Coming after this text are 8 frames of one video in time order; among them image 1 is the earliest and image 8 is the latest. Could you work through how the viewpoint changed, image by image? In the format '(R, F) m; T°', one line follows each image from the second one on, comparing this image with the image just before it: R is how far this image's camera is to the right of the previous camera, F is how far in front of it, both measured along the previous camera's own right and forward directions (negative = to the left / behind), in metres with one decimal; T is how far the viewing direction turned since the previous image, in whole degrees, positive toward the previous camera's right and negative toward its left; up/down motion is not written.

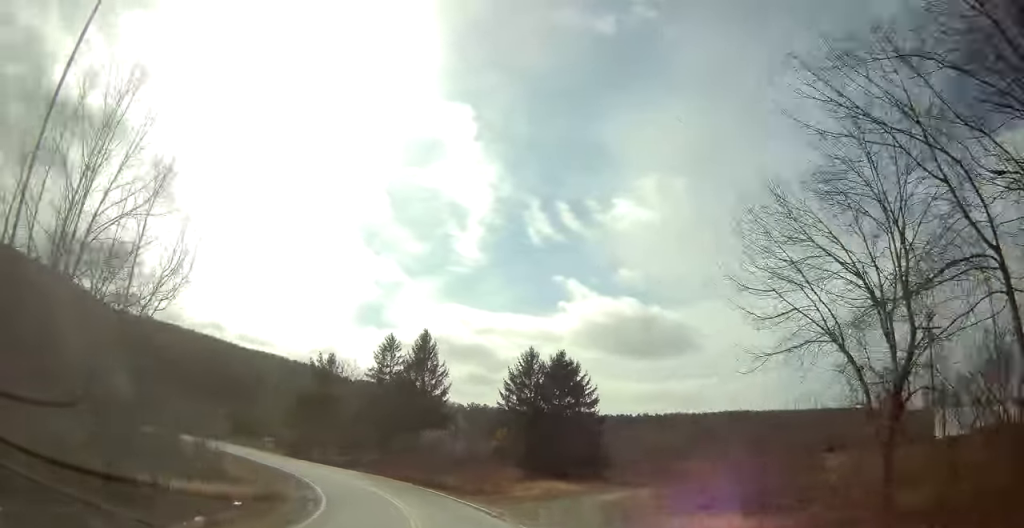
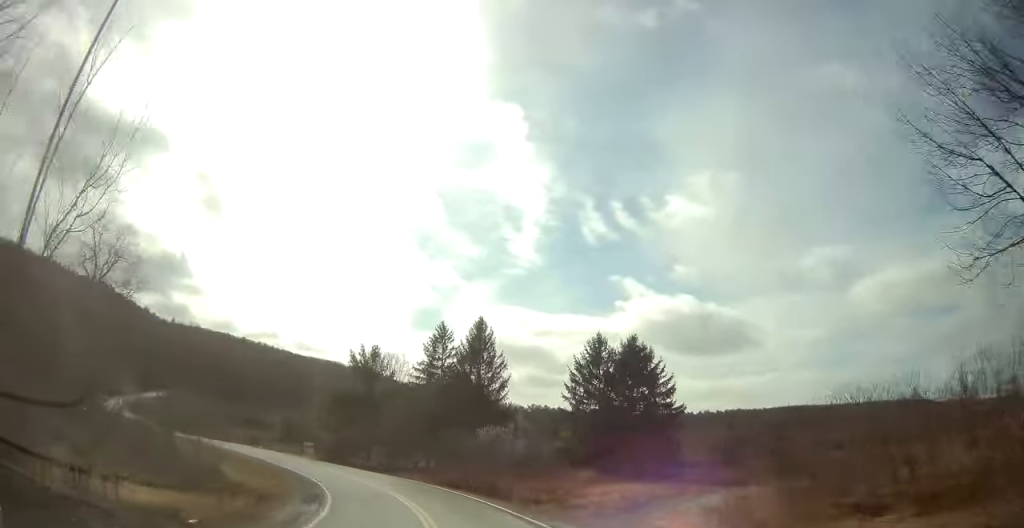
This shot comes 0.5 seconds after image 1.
(+0.2, +8.8) m; -4°
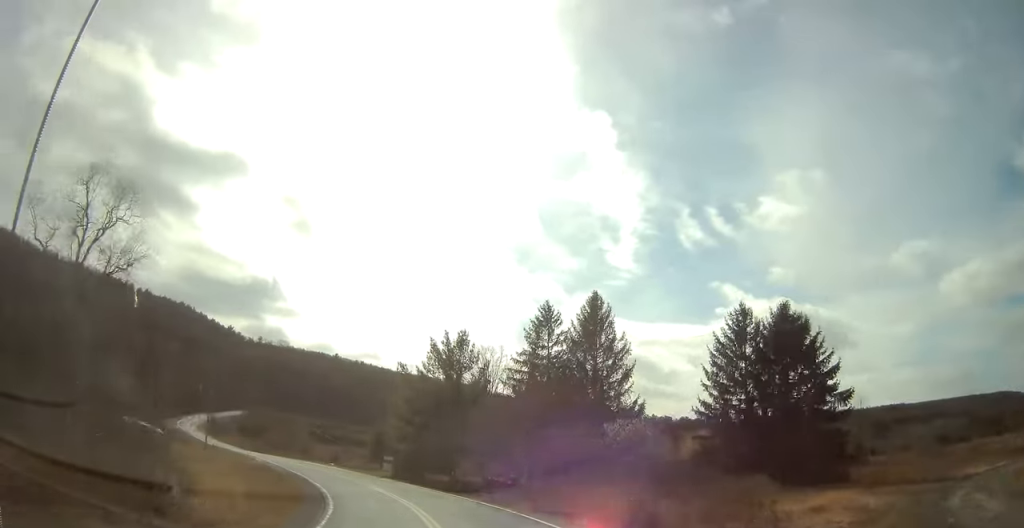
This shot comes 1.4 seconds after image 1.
(-1.4, +15.1) m; -10°
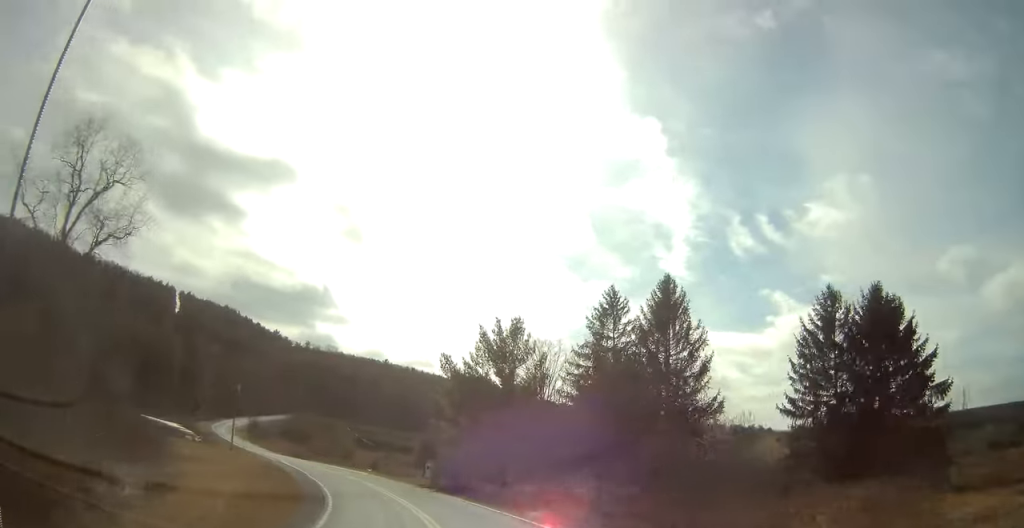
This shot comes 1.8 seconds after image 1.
(-0.4, +7.4) m; -5°
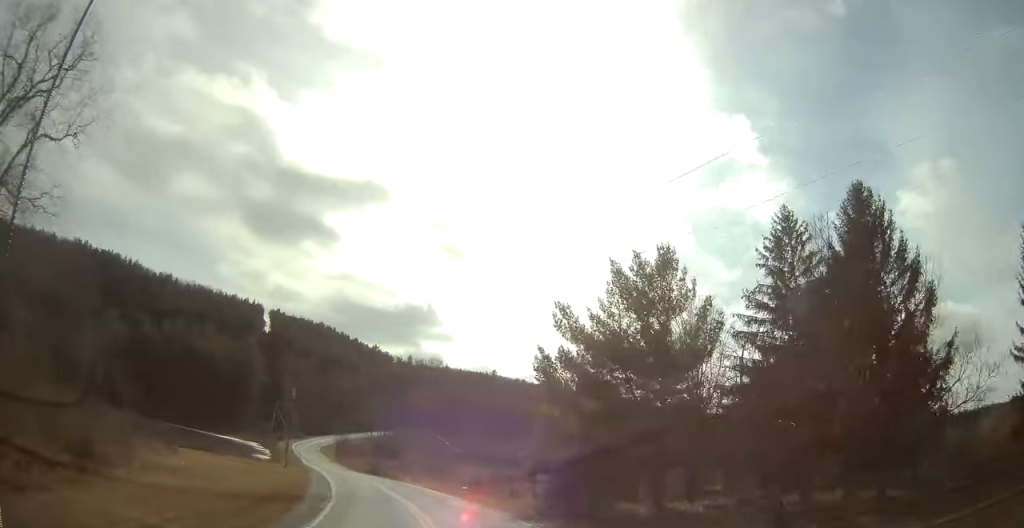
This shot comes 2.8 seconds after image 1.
(-1.5, +16.8) m; -11°
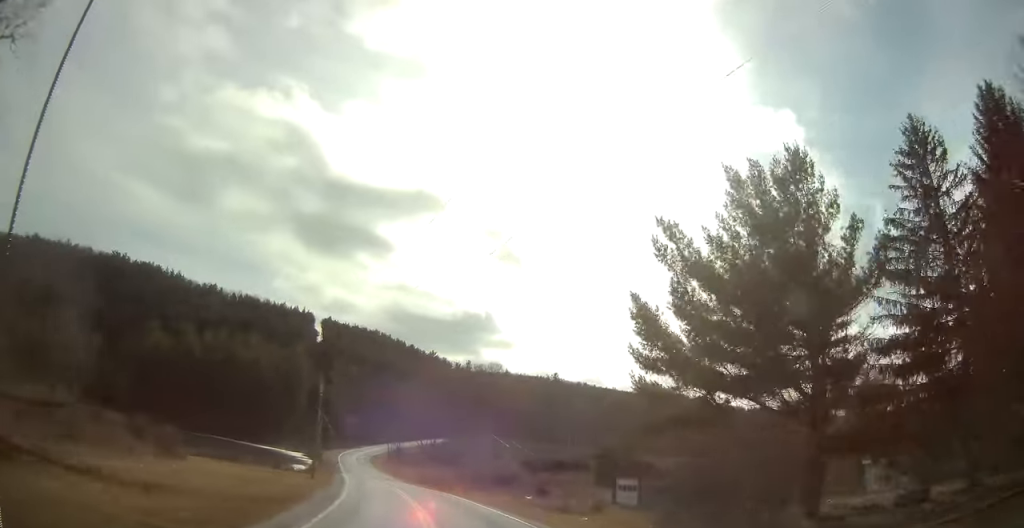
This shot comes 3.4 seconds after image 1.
(-0.5, +10.3) m; -6°
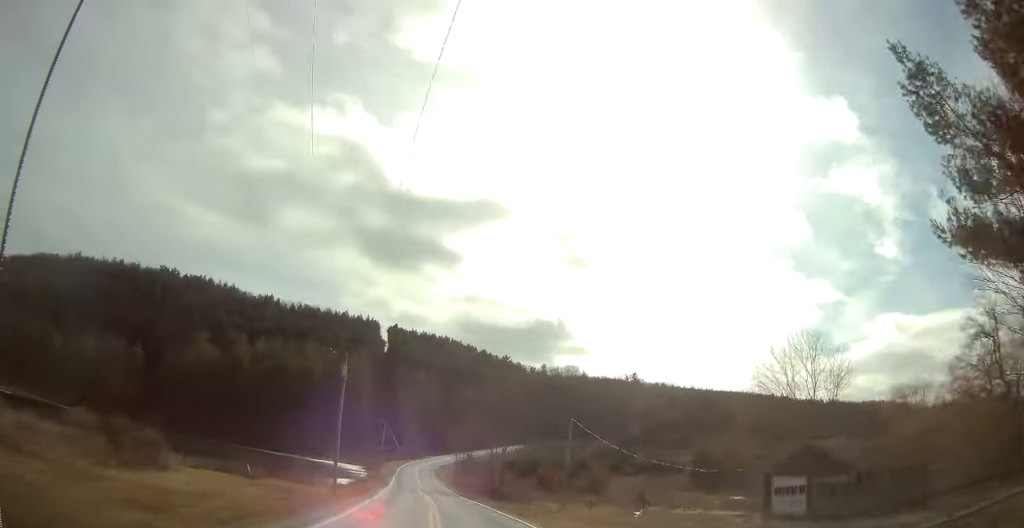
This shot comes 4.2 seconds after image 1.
(-1.4, +14.9) m; -9°
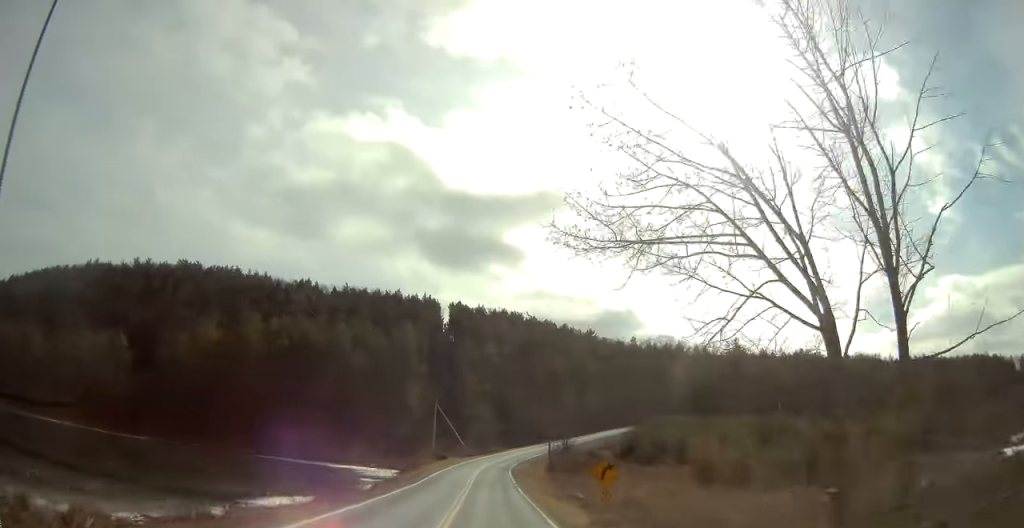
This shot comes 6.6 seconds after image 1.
(-9.3, +49.3) m; -17°
